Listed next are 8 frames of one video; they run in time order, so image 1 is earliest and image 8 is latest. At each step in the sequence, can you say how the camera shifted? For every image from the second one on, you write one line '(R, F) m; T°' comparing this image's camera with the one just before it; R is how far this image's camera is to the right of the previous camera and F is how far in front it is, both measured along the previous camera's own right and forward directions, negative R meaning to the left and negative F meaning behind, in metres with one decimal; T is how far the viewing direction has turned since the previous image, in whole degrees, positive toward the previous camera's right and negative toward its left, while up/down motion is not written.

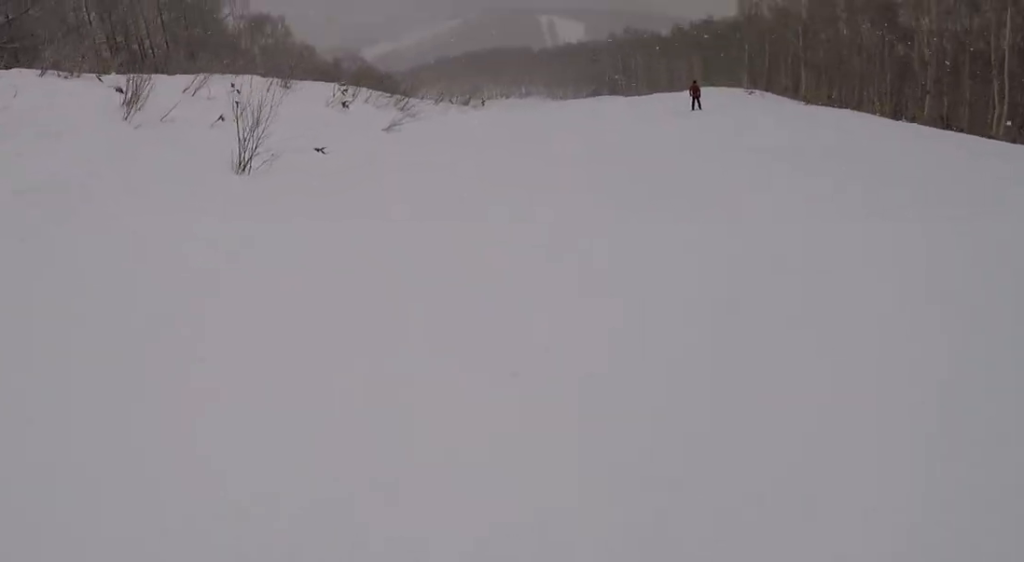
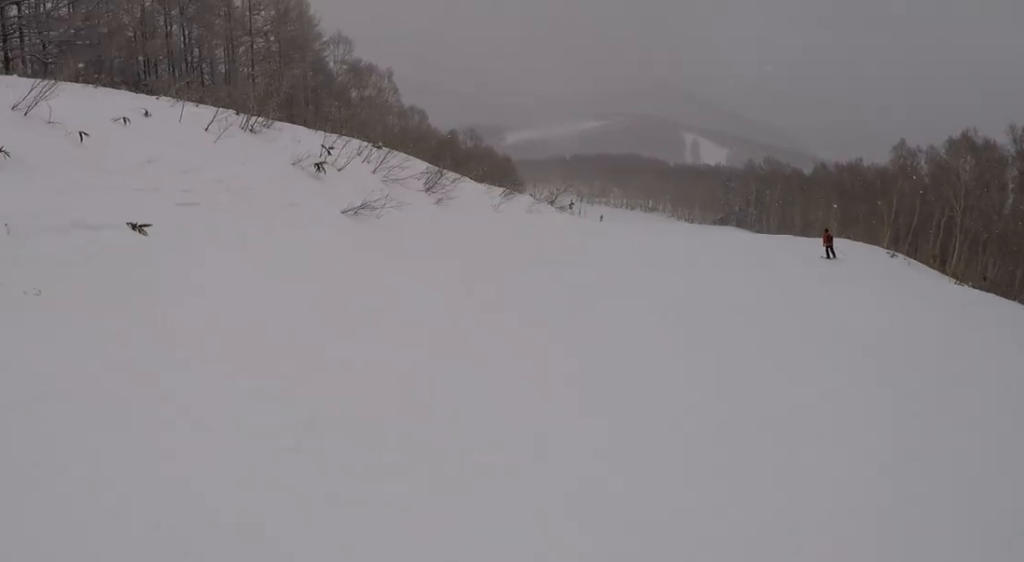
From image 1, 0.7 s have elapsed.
(-0.3, +7.3) m; -3°
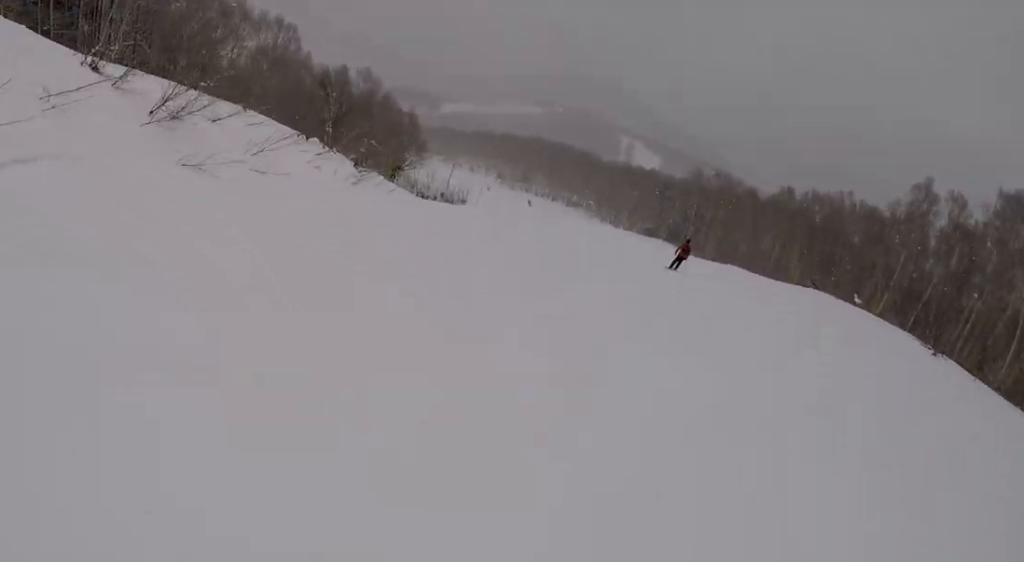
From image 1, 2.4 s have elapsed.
(-1.0, +18.8) m; +2°
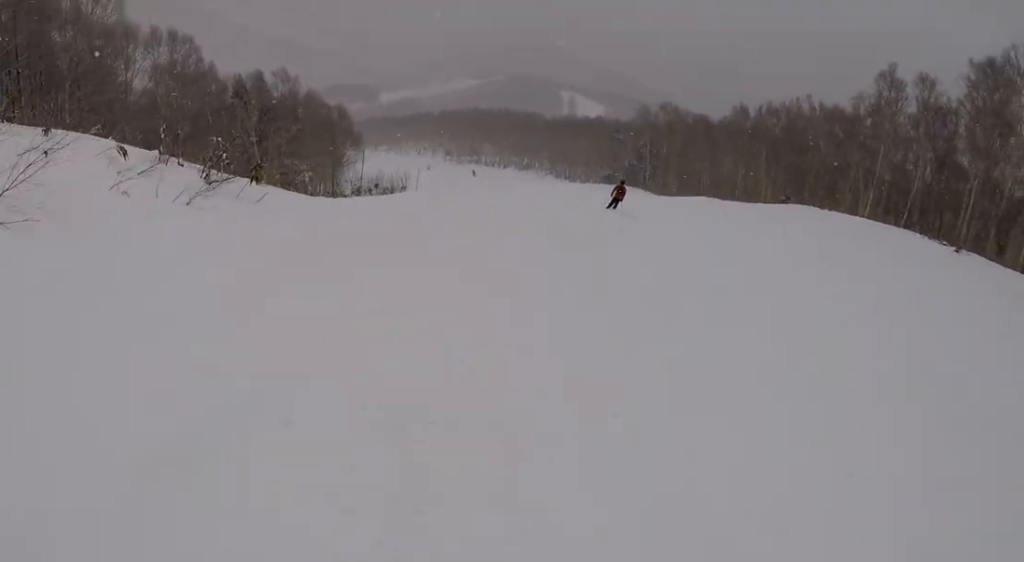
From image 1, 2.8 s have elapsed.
(+0.6, +4.4) m; +1°
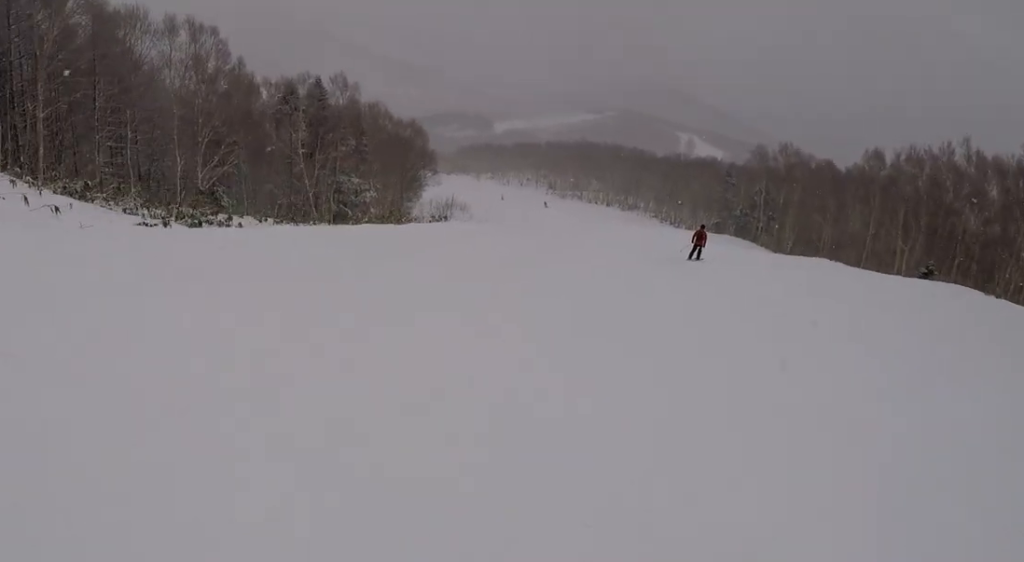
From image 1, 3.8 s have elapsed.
(-0.1, +10.2) m; -7°
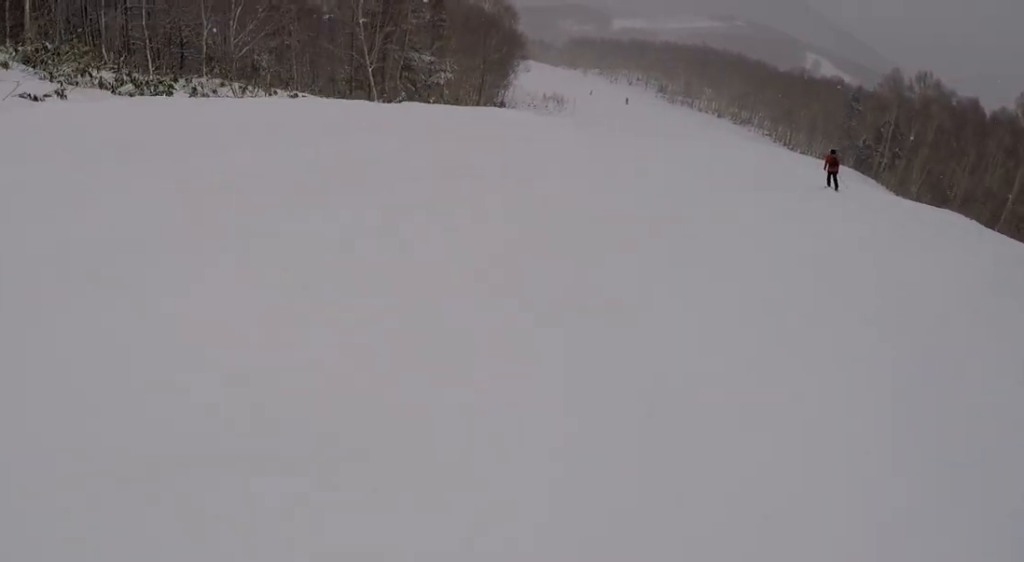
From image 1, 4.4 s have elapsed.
(-0.4, +6.8) m; -7°
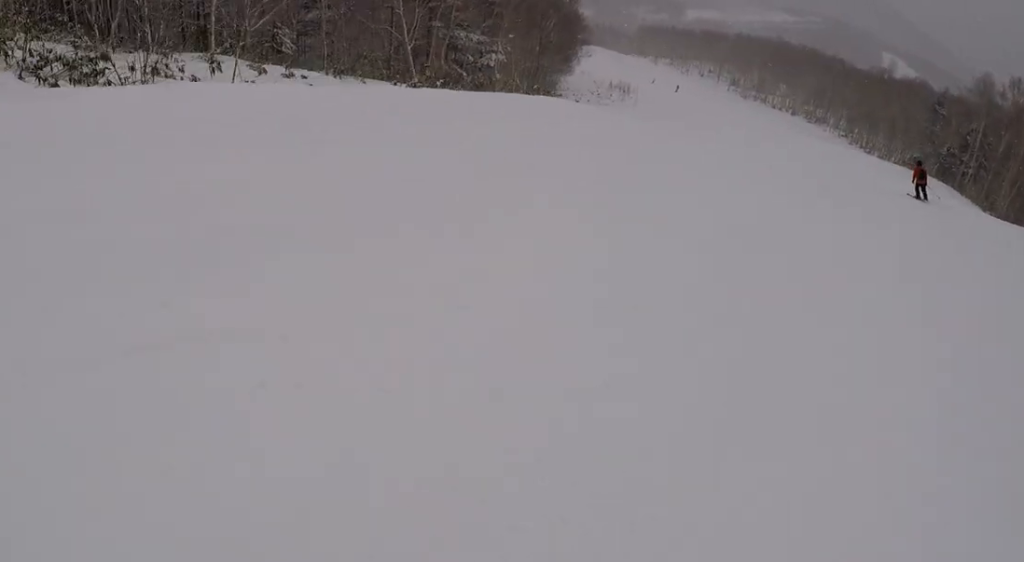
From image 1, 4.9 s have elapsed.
(-0.6, +5.5) m; -3°
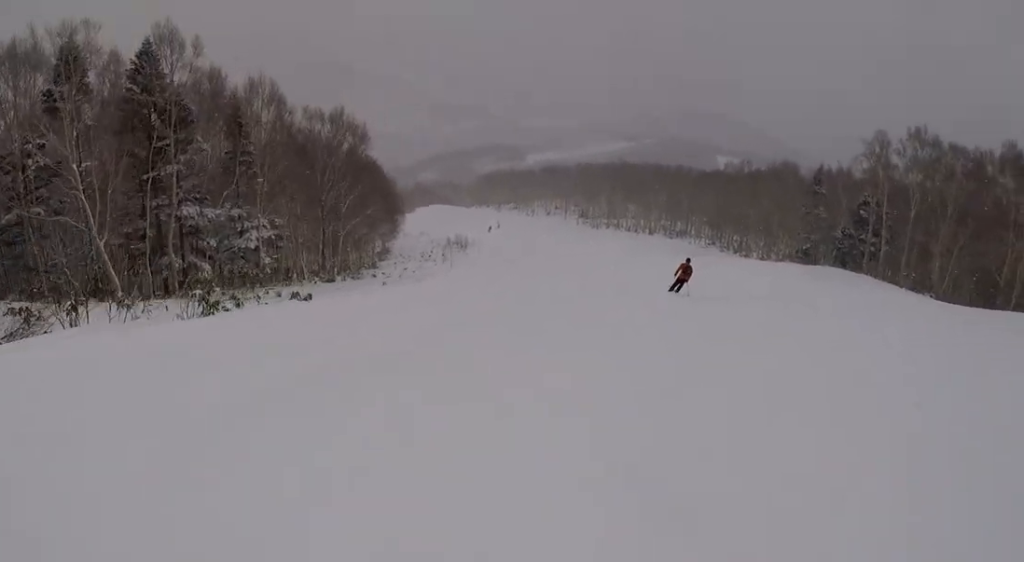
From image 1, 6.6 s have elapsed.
(+0.2, +18.2) m; +2°
